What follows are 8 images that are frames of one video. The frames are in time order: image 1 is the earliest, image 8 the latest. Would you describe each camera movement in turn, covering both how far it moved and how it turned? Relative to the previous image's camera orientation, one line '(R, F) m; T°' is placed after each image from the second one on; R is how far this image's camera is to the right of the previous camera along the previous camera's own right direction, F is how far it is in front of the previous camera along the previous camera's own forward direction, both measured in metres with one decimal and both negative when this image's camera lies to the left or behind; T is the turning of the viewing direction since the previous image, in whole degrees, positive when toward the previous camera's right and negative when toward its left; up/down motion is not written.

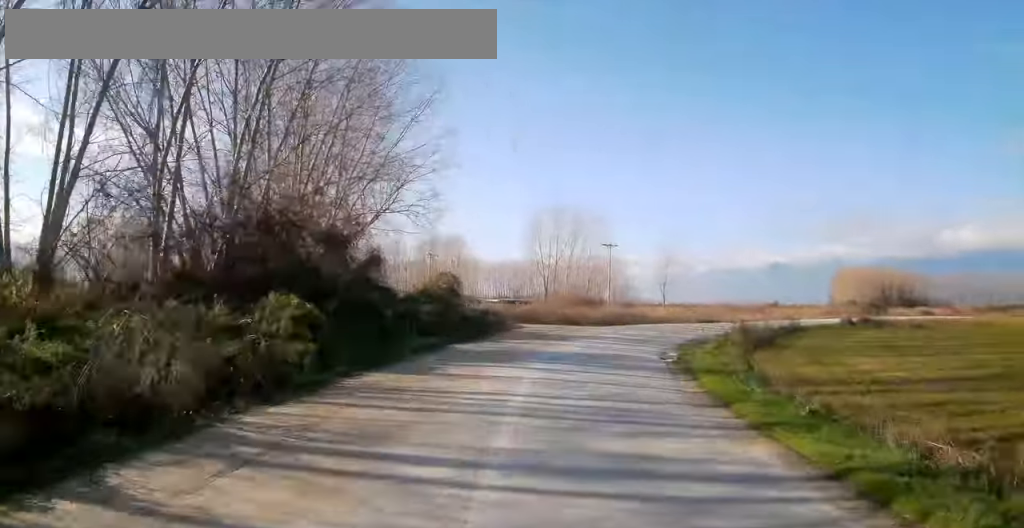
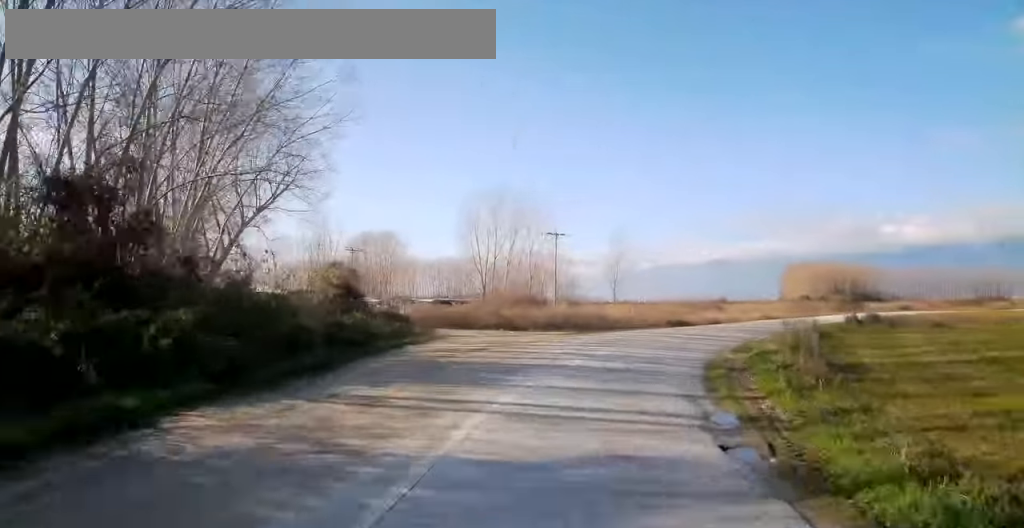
(+0.8, +12.3) m; +5°
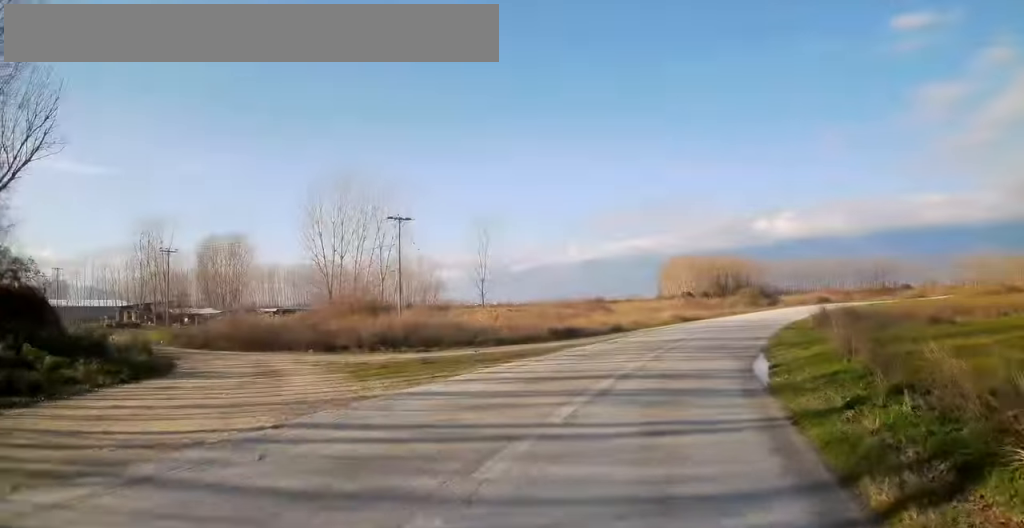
(+1.2, +16.1) m; +12°
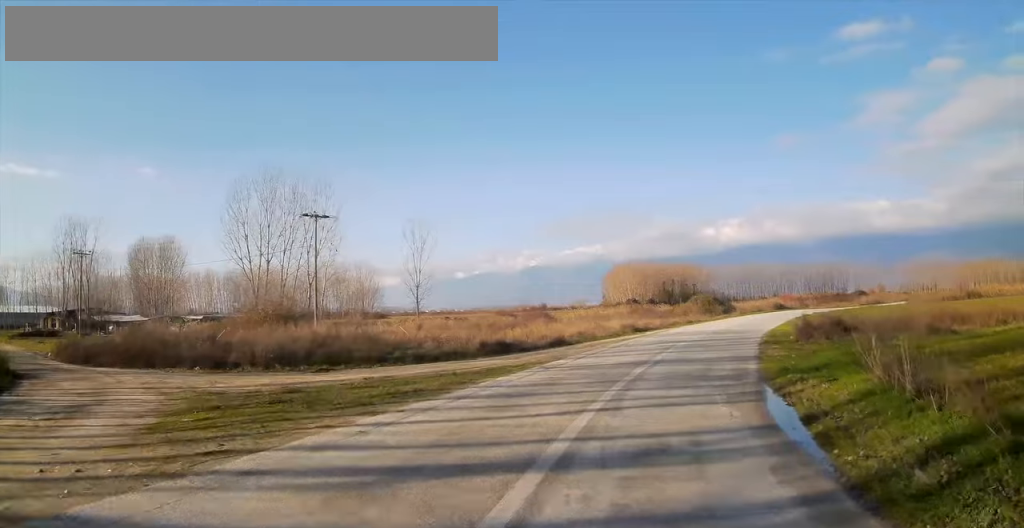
(+0.5, +5.9) m; +5°
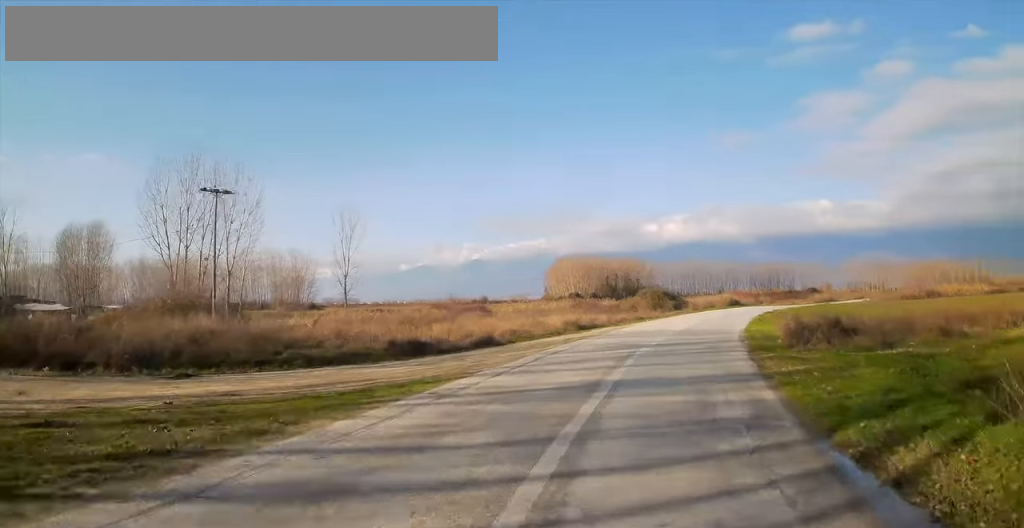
(+0.3, +6.3) m; +4°
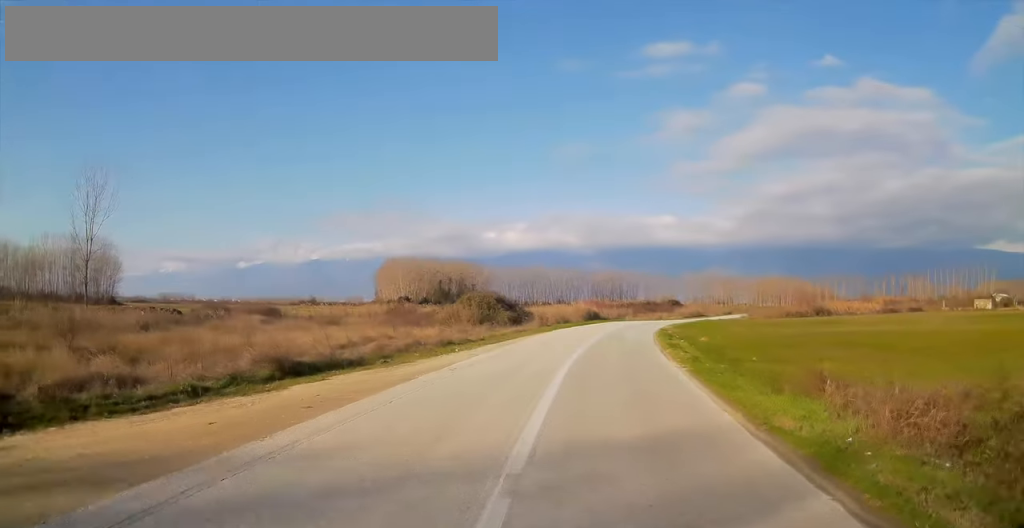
(+2.4, +21.7) m; +16°
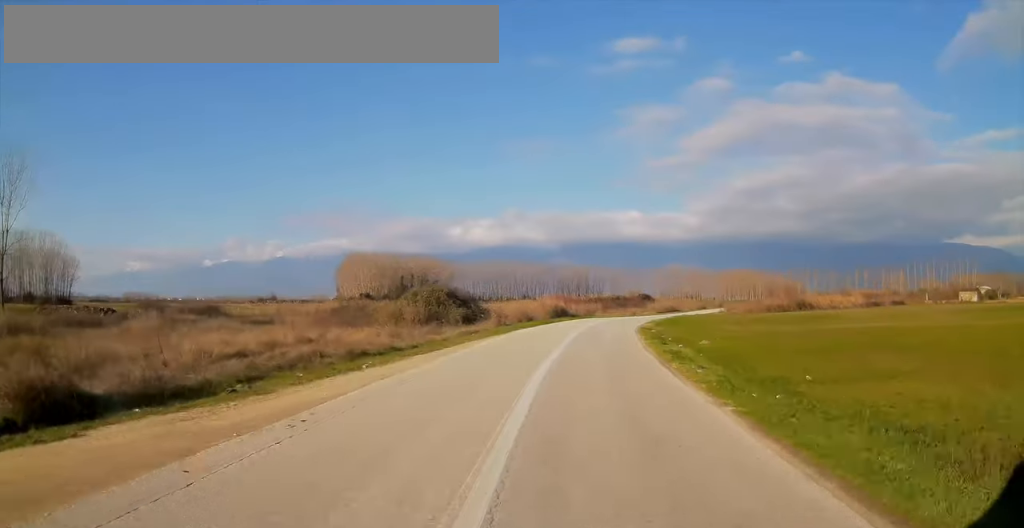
(+0.7, +7.5) m; +3°
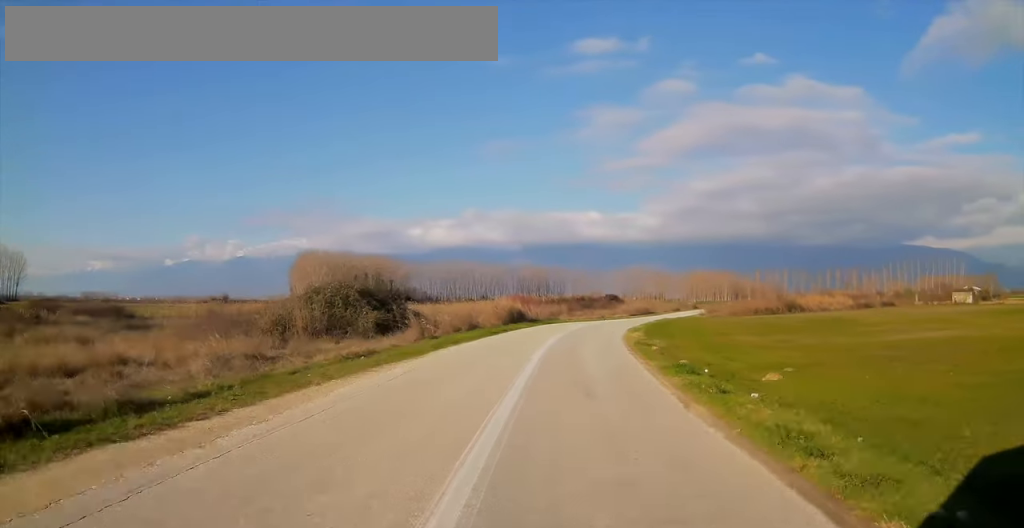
(+0.5, +12.1) m; +3°
